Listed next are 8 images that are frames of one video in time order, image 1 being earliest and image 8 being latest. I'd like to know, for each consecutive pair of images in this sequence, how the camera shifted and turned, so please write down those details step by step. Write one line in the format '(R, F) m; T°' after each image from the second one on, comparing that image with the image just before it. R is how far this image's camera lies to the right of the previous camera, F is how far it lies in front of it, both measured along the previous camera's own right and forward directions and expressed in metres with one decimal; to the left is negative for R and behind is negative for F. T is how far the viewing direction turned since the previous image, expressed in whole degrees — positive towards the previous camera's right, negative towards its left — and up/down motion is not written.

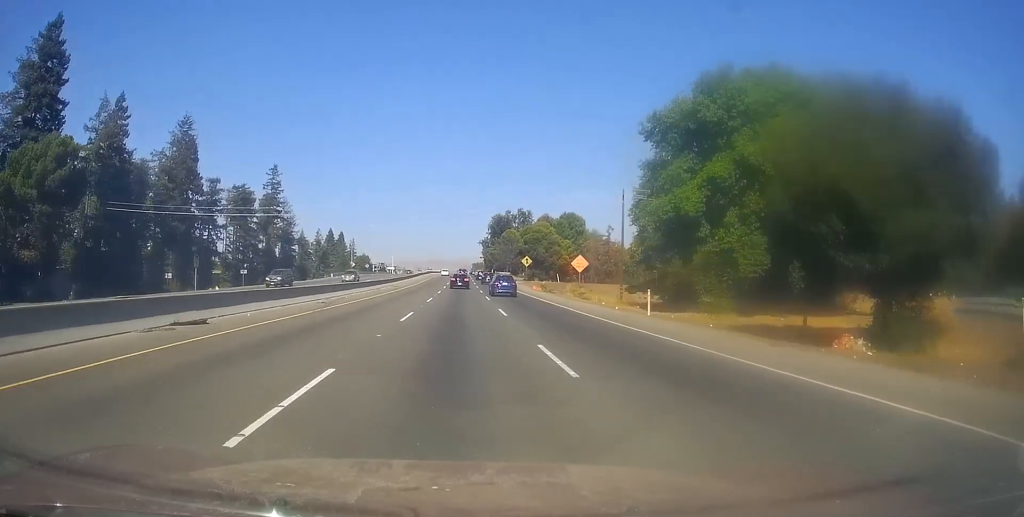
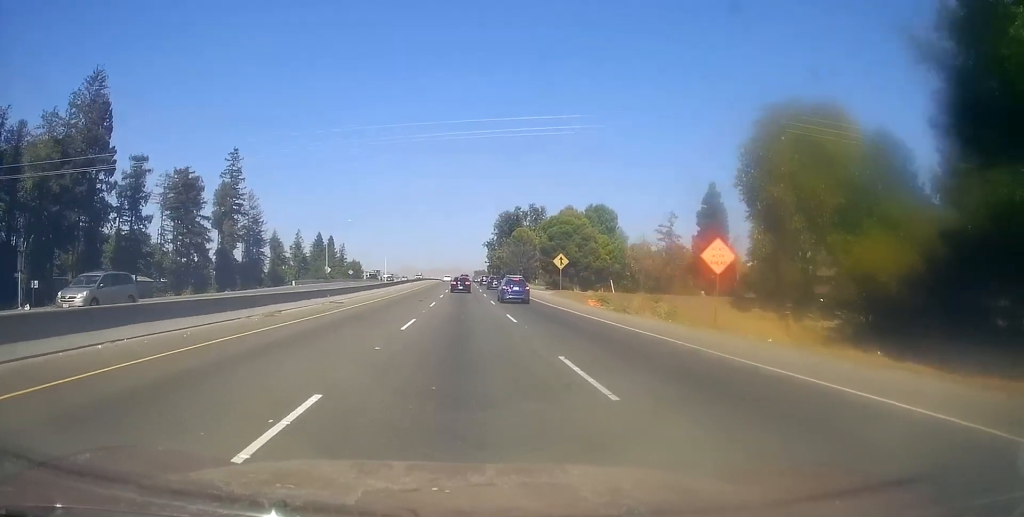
(-0.4, +30.9) m; -1°
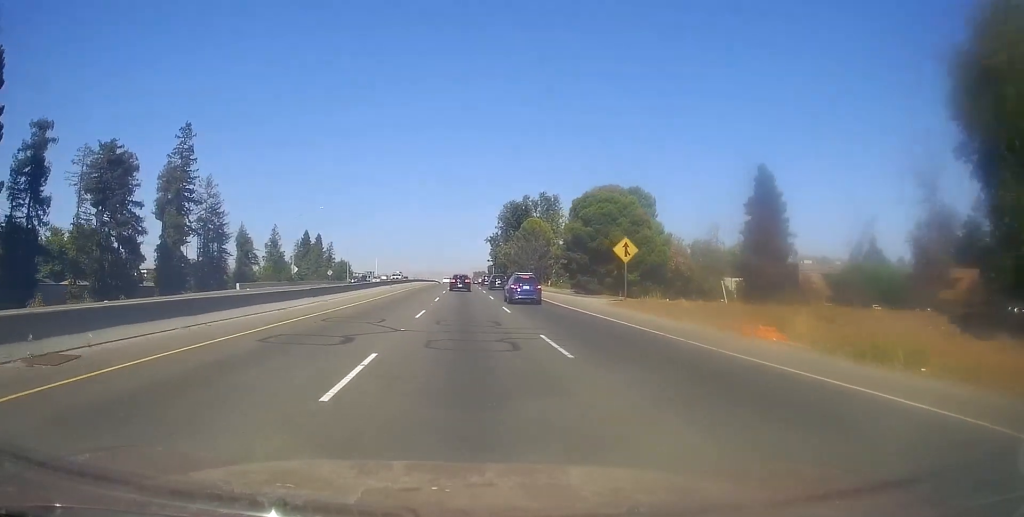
(-0.6, +26.2) m; +1°
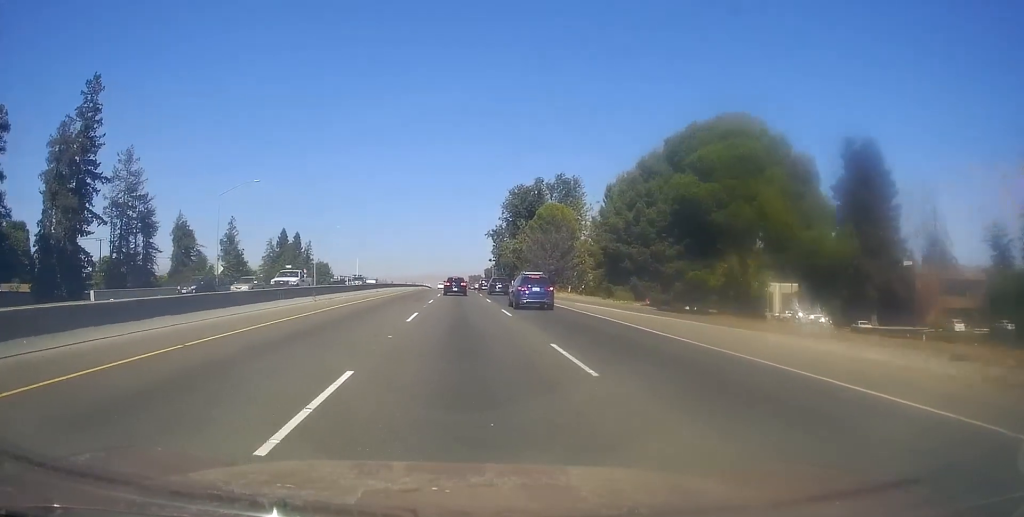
(+1.2, +33.9) m; 0°
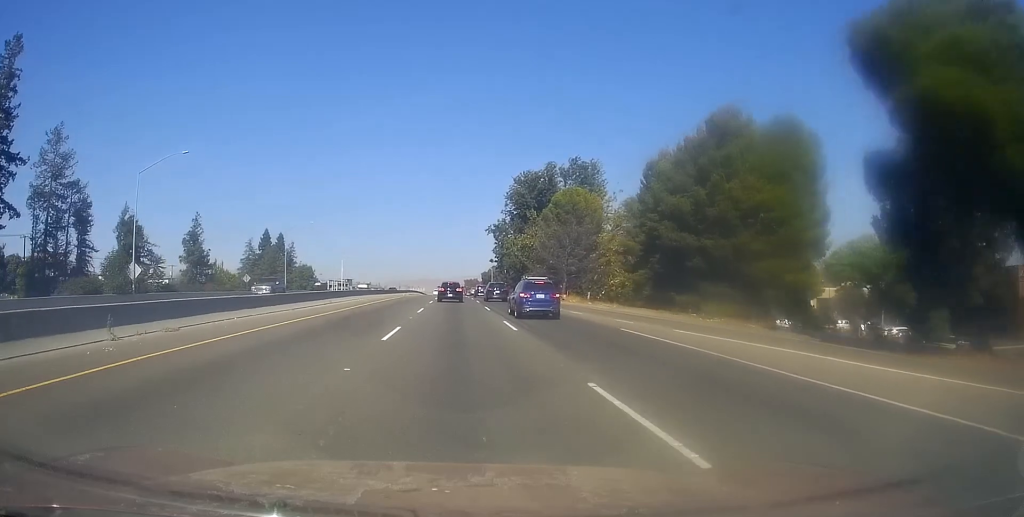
(-0.6, +21.2) m; -2°
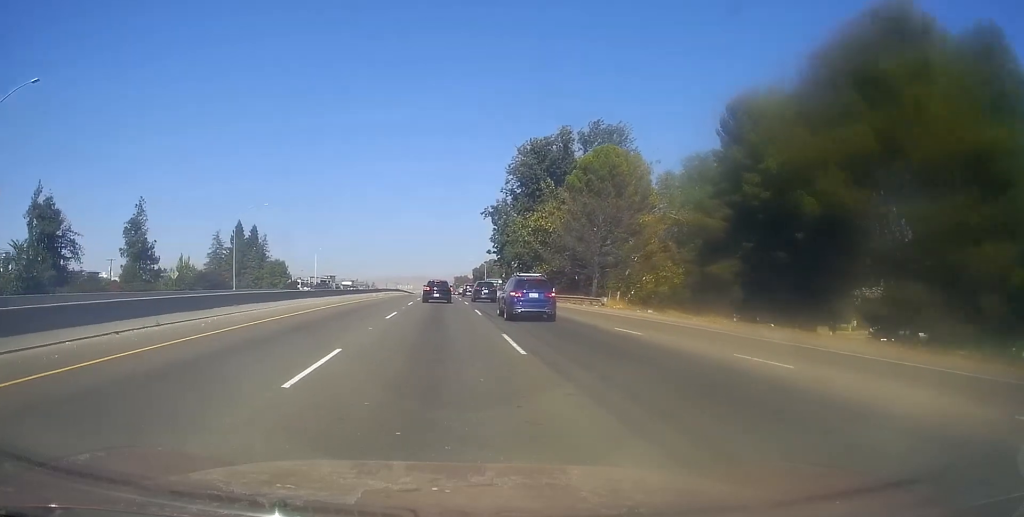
(-0.1, +23.2) m; +2°
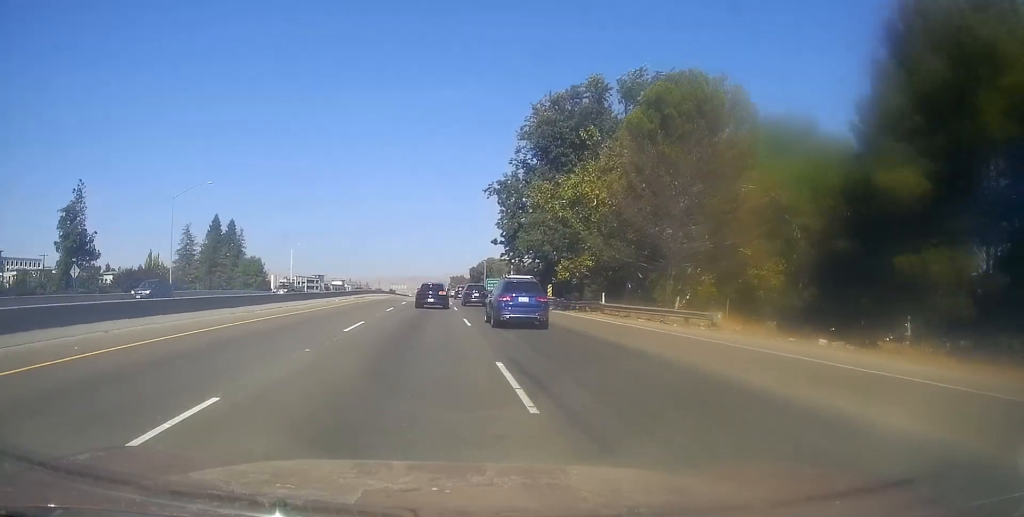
(+0.7, +21.1) m; +1°
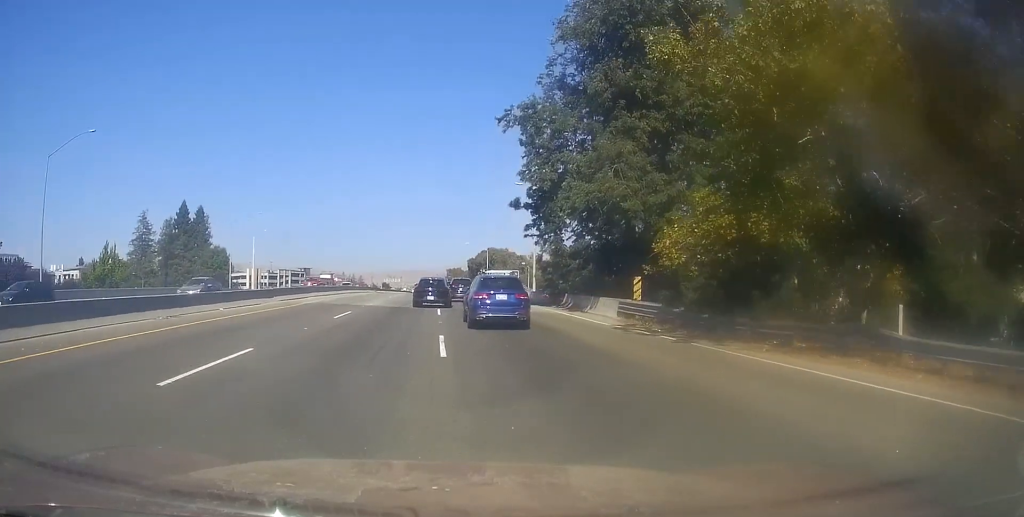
(-0.4, +26.0) m; 0°
